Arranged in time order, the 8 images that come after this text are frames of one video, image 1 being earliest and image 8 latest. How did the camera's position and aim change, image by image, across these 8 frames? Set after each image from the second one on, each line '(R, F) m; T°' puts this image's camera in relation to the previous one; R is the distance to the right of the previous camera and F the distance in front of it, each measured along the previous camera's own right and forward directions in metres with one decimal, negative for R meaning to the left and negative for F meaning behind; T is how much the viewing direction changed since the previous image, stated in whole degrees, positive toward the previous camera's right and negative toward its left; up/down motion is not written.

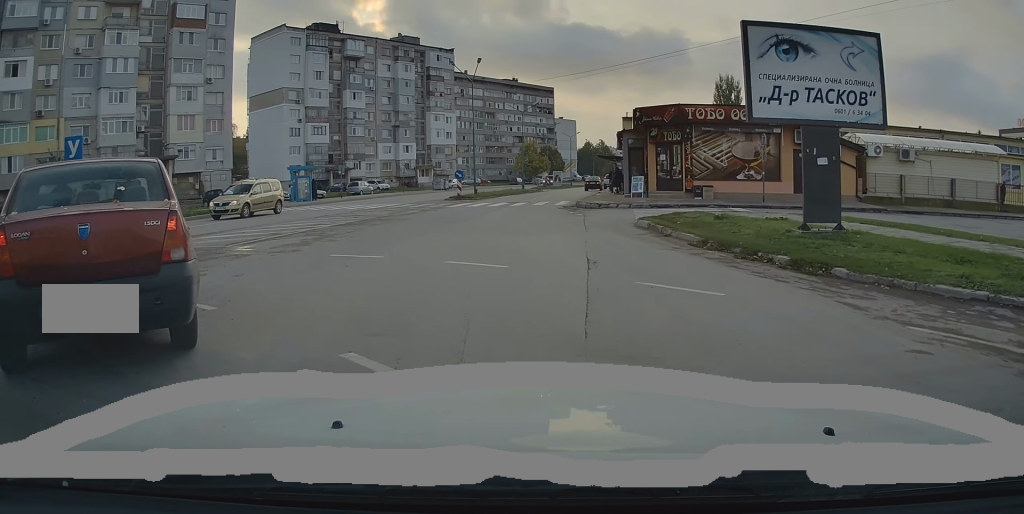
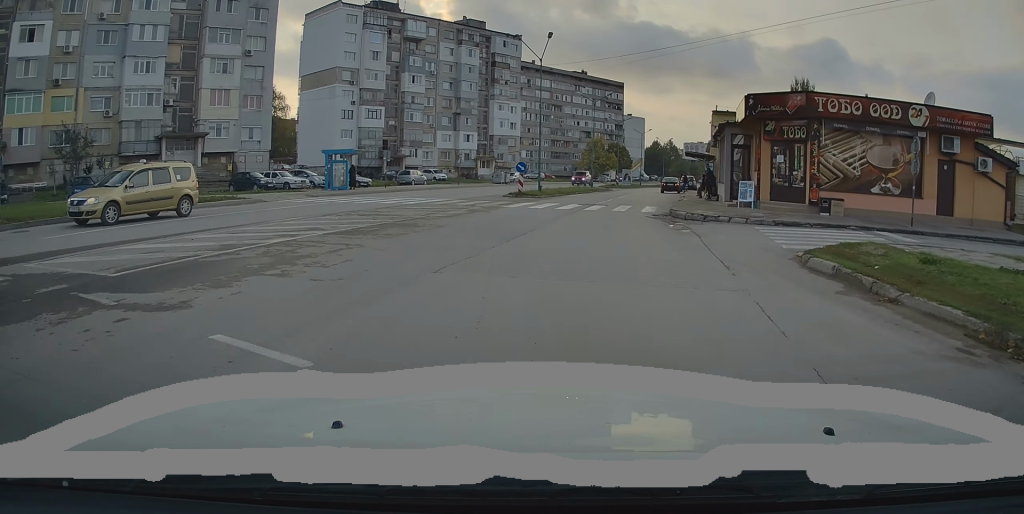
(-0.7, +7.0) m; -5°
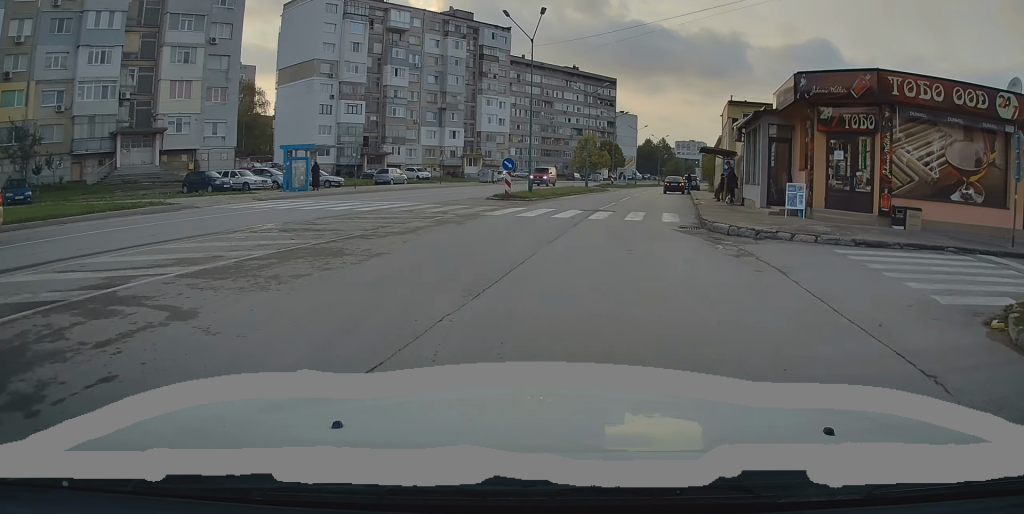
(+0.1, +5.9) m; +1°
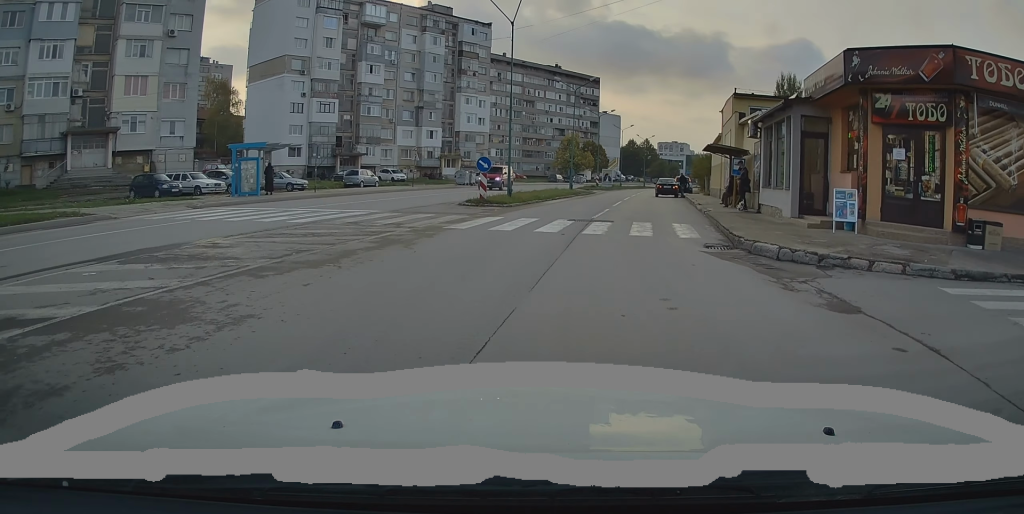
(+0.2, +4.4) m; +1°
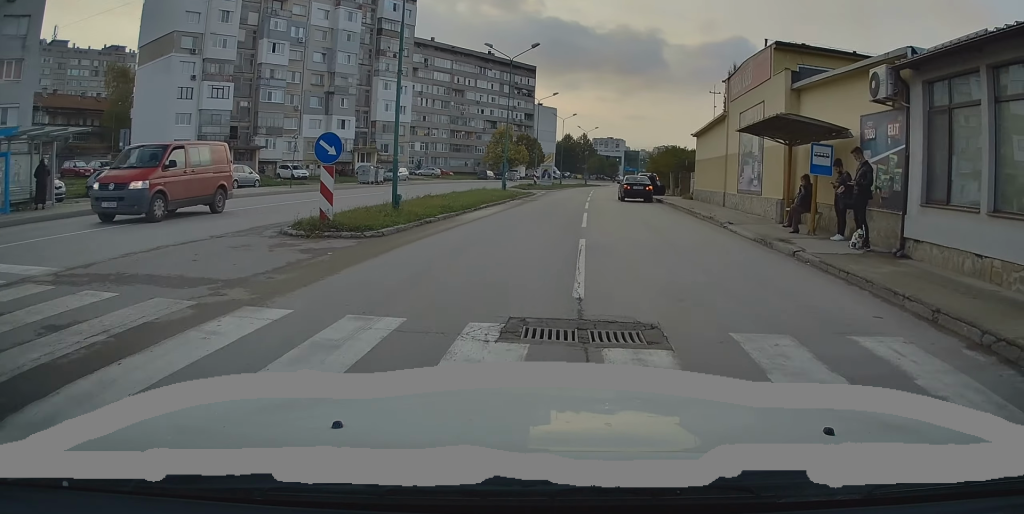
(+1.1, +13.6) m; +10°
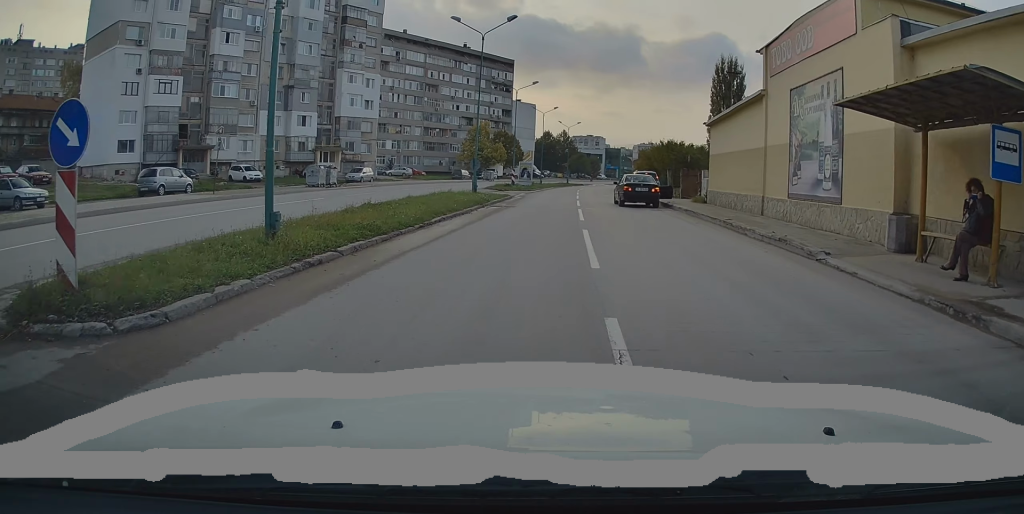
(+0.1, +7.2) m; +2°
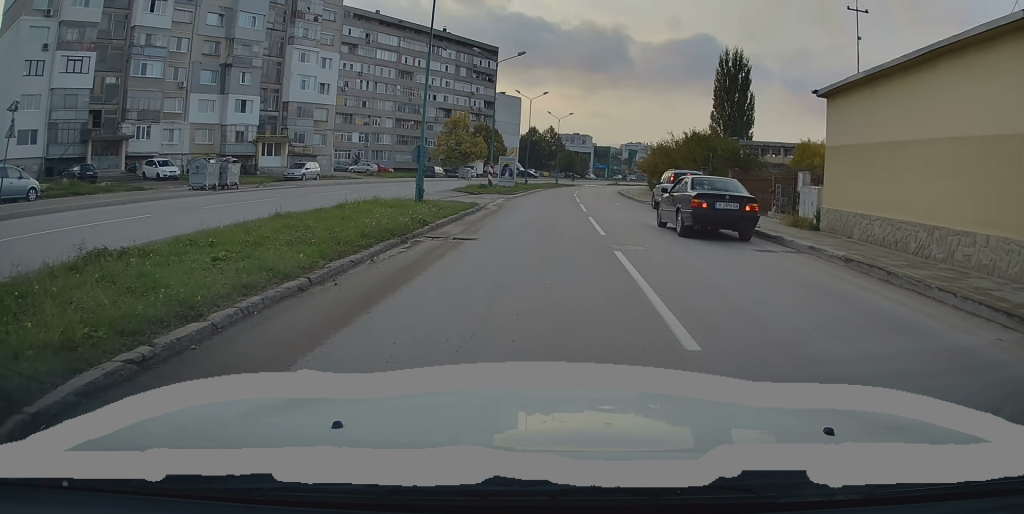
(+0.4, +13.3) m; +4°
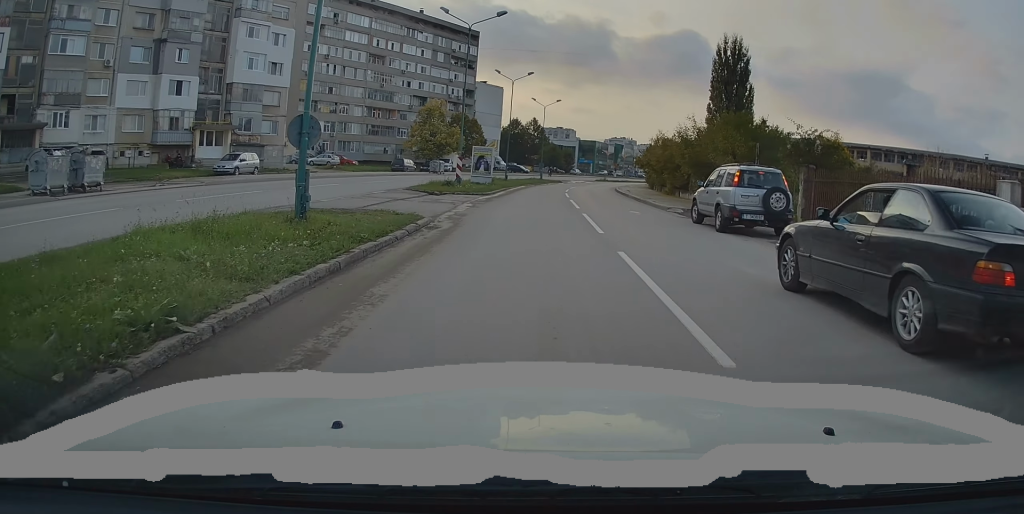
(0.0, +9.5) m; 0°
